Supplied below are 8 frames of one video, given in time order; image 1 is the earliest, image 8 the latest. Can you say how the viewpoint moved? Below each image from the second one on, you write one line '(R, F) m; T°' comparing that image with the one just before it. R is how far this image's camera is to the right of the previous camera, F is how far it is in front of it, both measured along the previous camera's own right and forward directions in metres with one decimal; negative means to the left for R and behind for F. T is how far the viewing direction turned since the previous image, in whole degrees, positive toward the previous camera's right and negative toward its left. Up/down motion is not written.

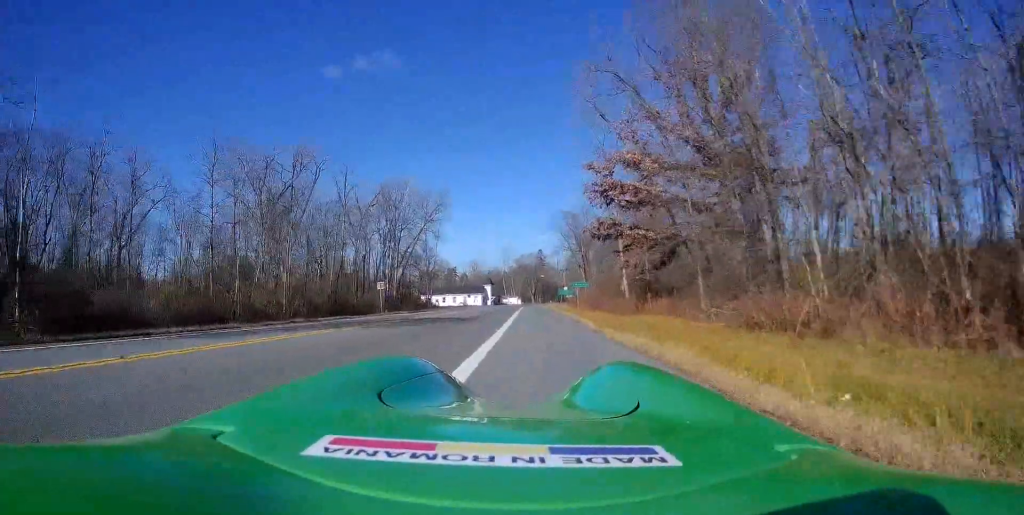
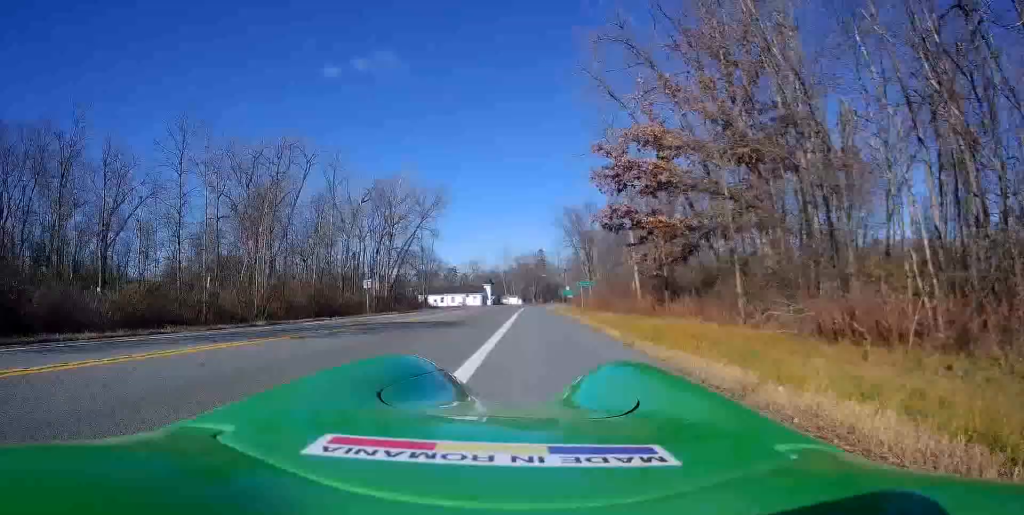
(-0.3, +4.4) m; +1°
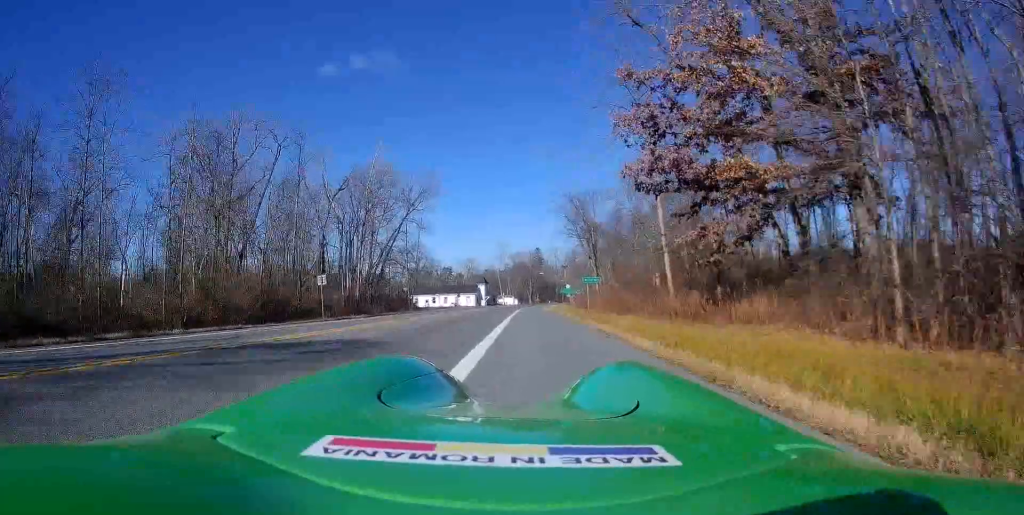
(+0.7, +9.2) m; 0°
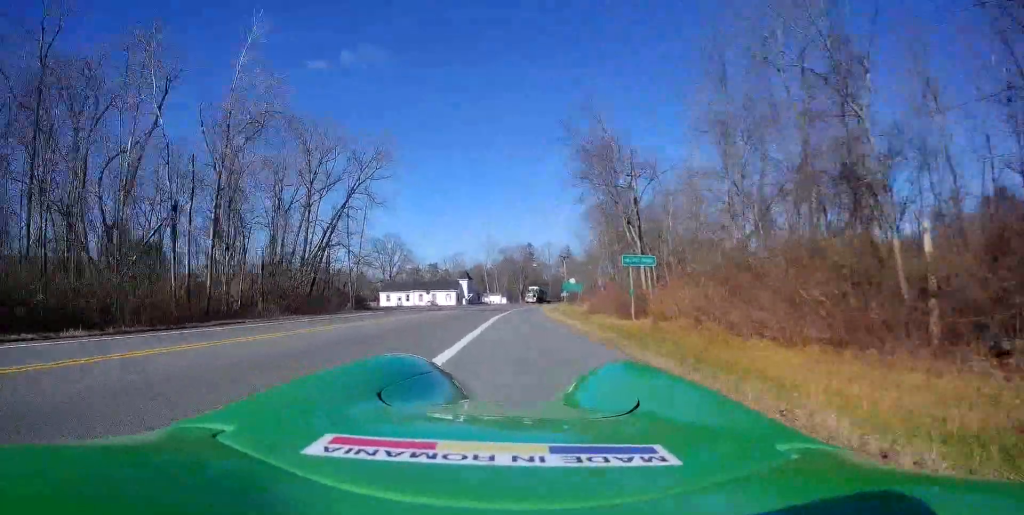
(-0.7, +25.1) m; 0°
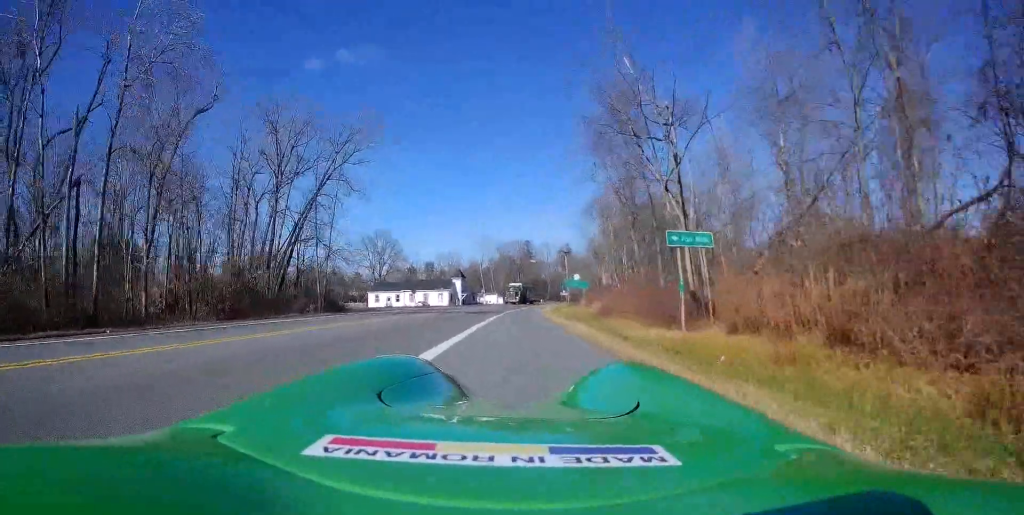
(0.0, +8.8) m; 0°
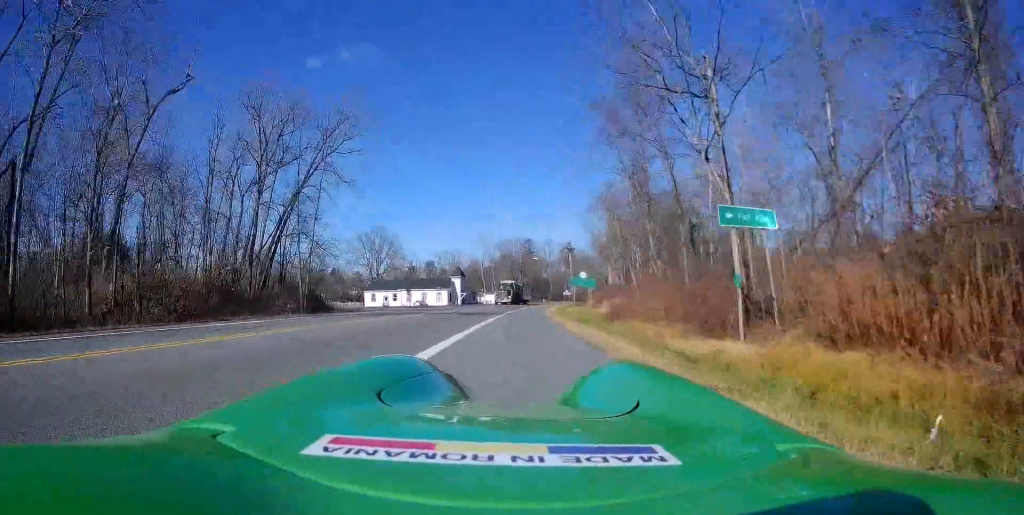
(0.0, +4.8) m; 0°
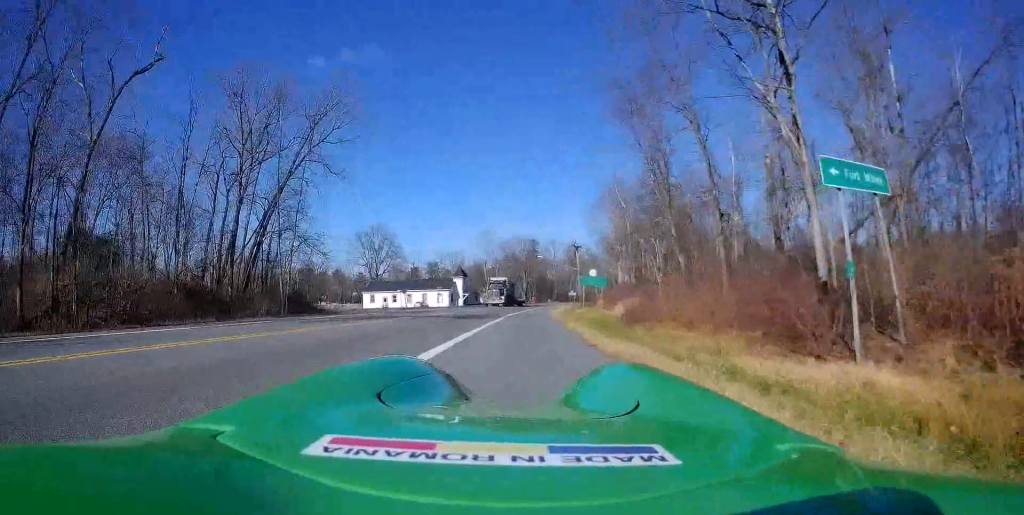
(0.0, +4.8) m; 0°
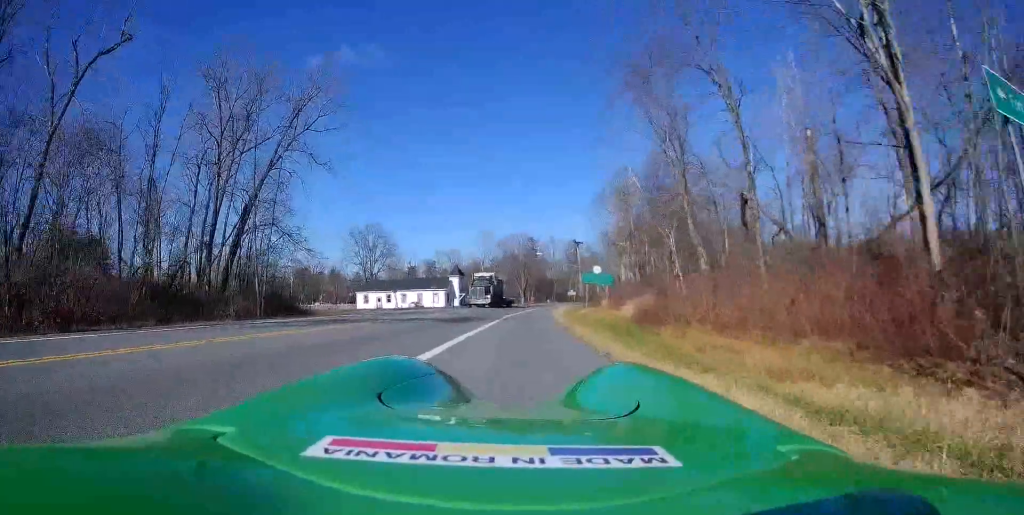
(0.0, +3.7) m; -1°
